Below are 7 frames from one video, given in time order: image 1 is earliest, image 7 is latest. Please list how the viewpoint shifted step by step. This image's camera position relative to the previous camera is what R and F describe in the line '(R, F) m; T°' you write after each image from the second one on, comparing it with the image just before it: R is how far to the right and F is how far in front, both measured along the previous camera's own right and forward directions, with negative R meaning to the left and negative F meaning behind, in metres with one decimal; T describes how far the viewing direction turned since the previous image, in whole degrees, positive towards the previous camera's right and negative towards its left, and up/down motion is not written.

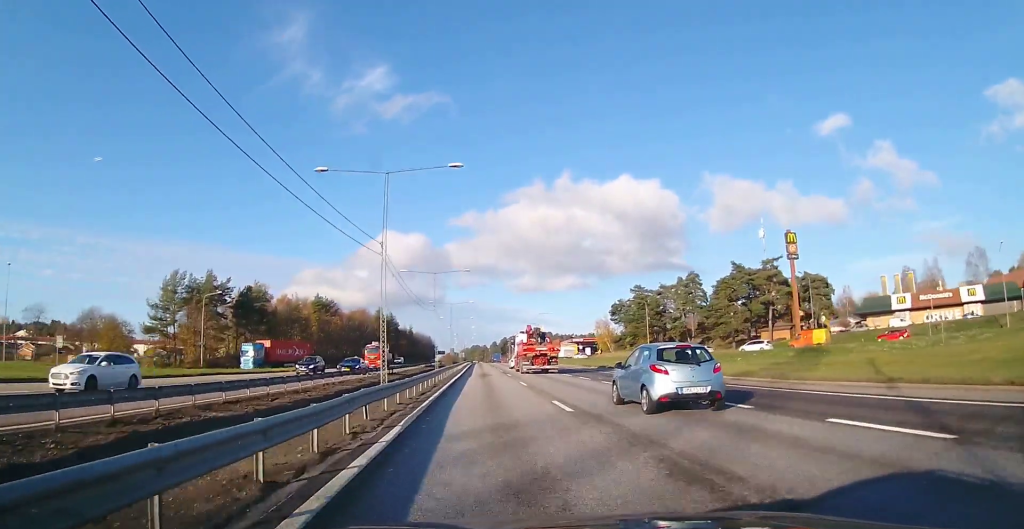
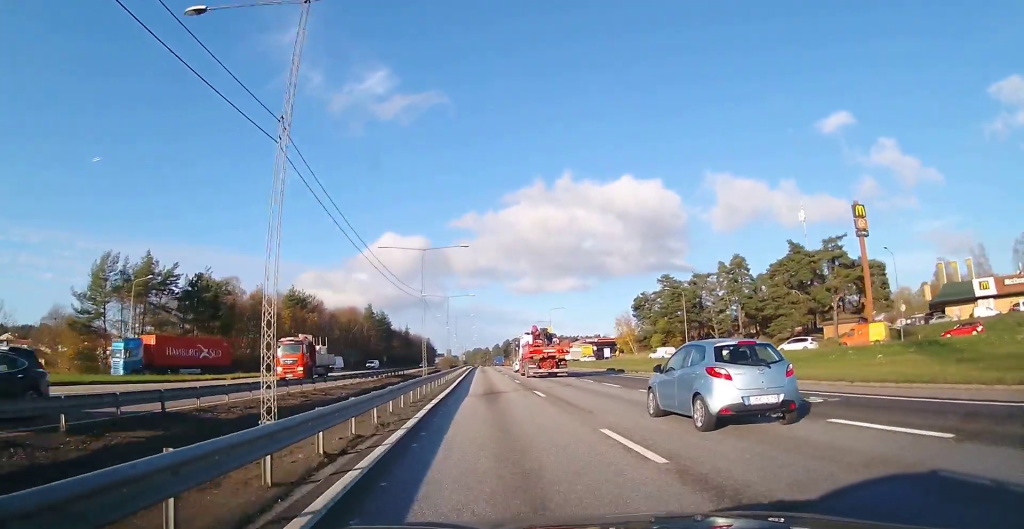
(0.0, +17.9) m; 0°
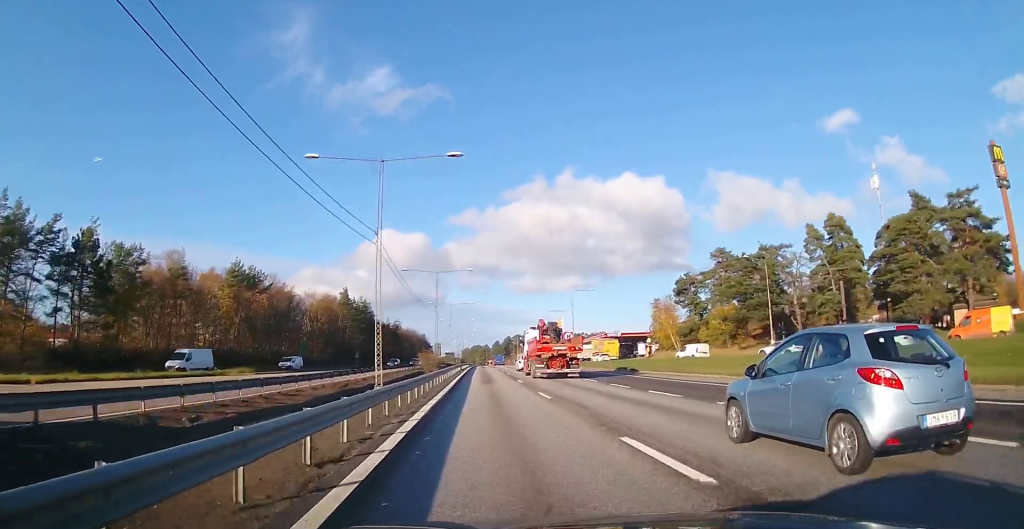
(0.0, +25.8) m; 0°
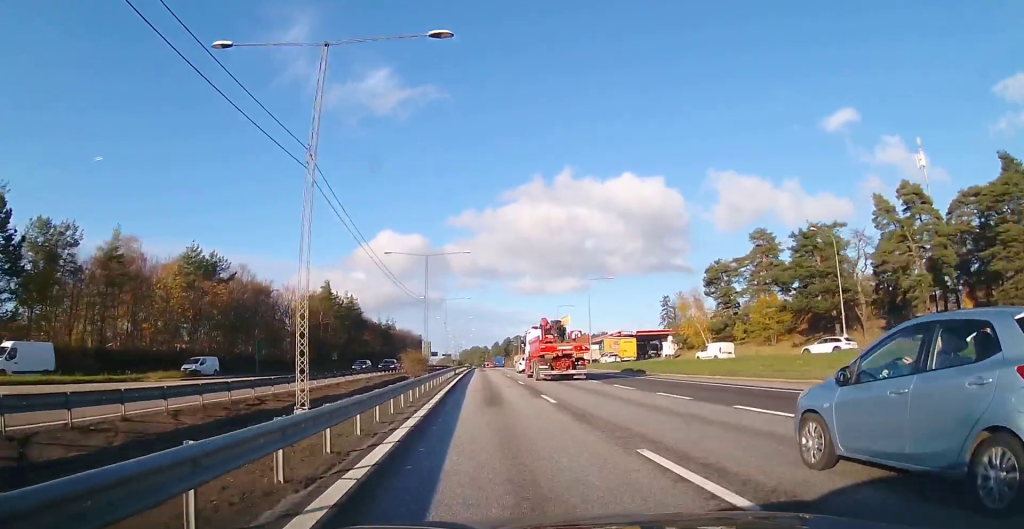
(-0.1, +12.9) m; 0°
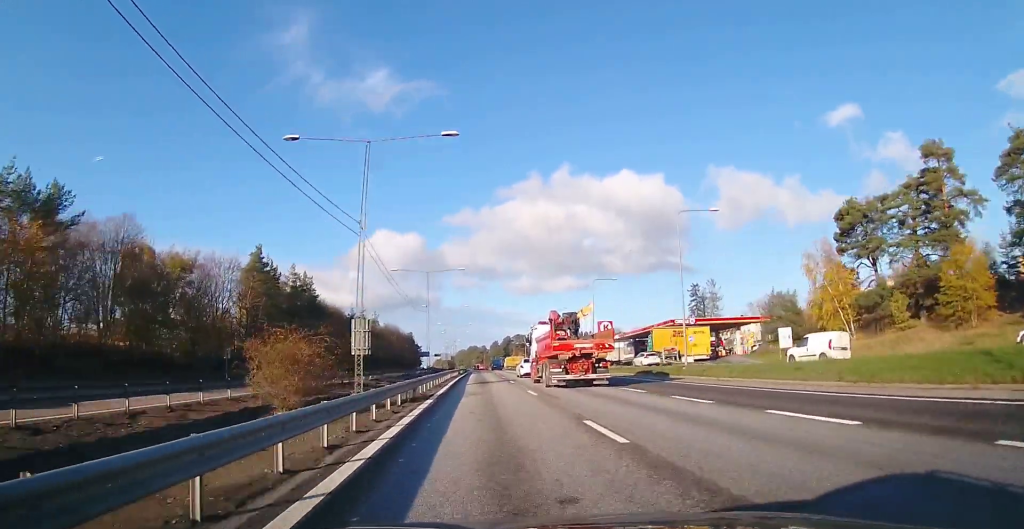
(+0.2, +31.3) m; 0°
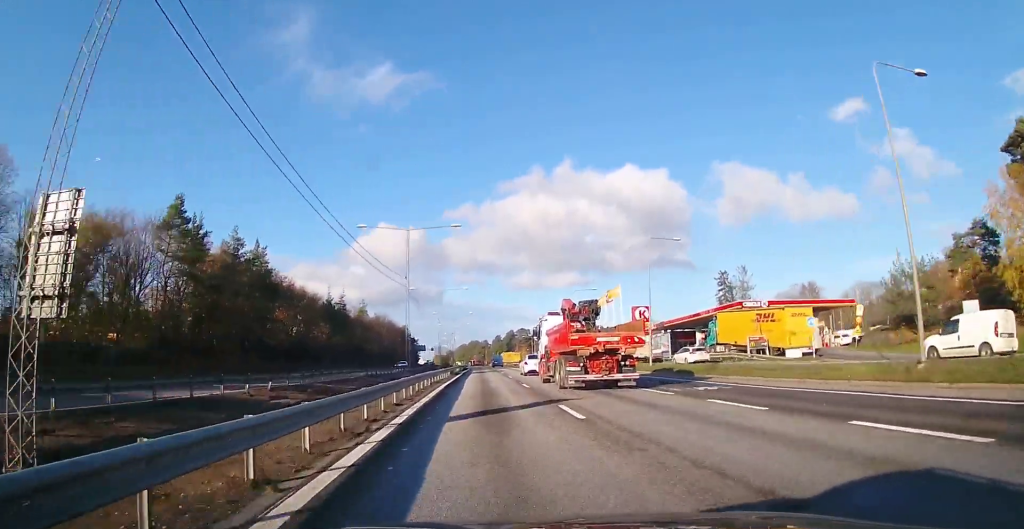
(0.0, +20.7) m; 0°
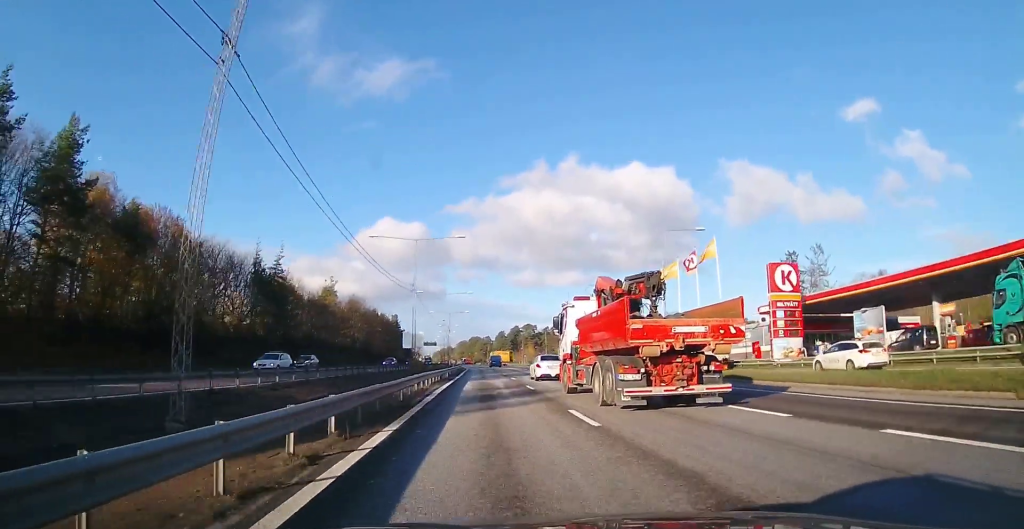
(+0.2, +36.8) m; +1°
